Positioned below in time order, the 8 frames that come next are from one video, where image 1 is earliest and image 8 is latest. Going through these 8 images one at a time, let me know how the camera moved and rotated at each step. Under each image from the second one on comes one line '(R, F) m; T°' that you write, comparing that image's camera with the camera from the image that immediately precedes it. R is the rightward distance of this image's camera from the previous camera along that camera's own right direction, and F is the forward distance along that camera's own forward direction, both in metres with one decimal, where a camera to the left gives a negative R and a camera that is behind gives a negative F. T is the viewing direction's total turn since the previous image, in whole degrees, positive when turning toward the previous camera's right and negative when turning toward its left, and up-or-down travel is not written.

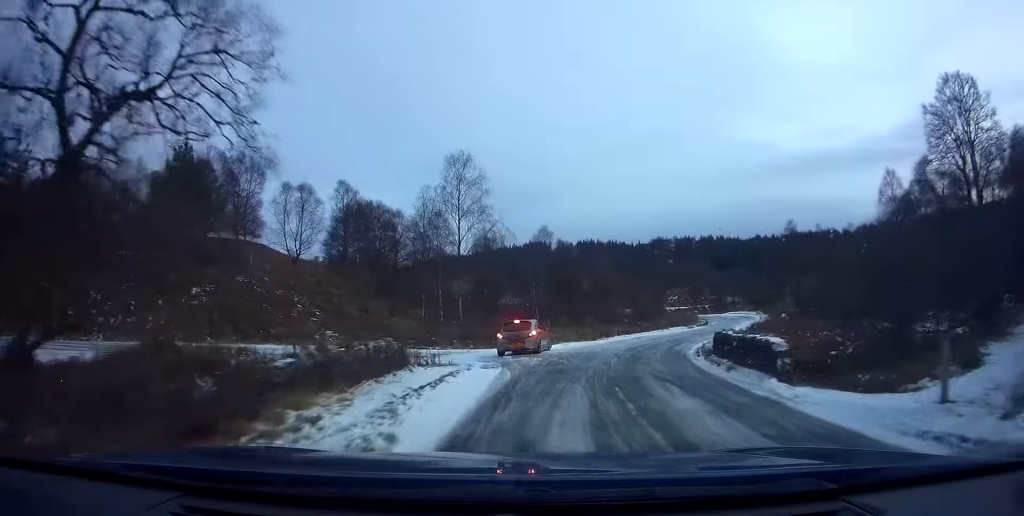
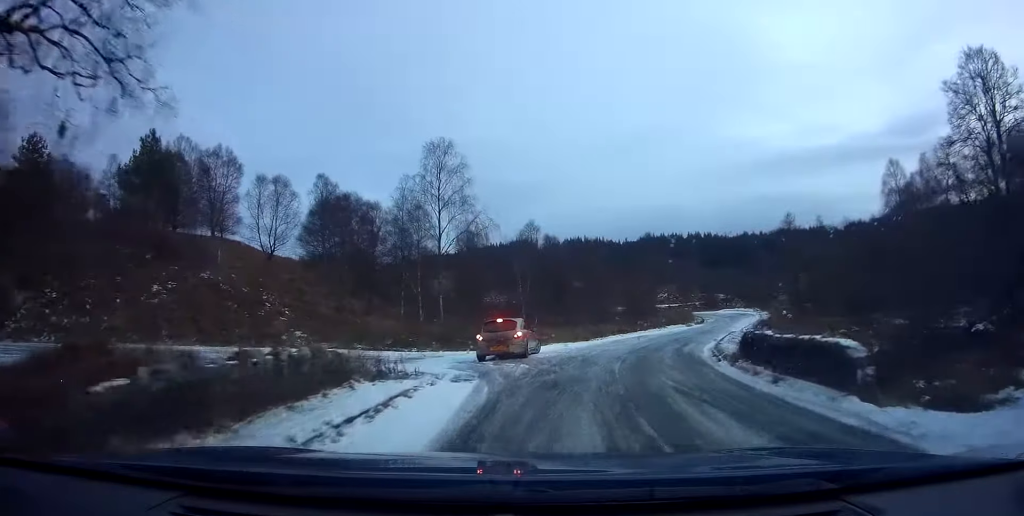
(0.0, +3.2) m; +1°
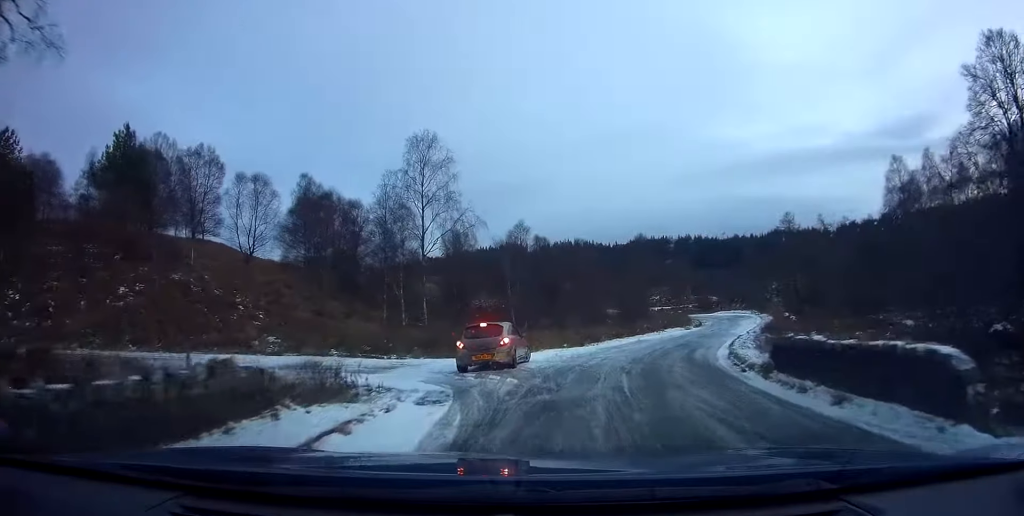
(+0.1, +2.4) m; +1°
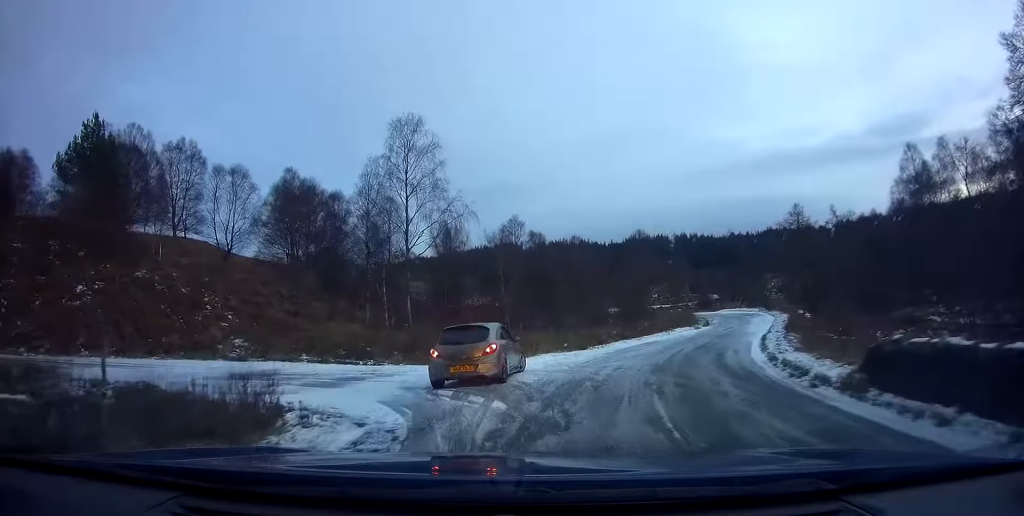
(0.0, +3.8) m; +2°
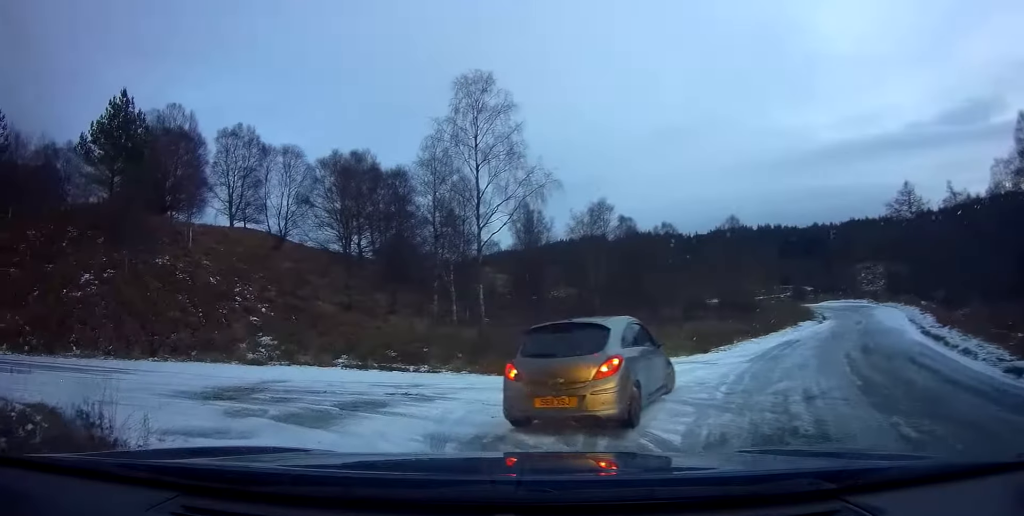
(+0.3, +7.0) m; -8°
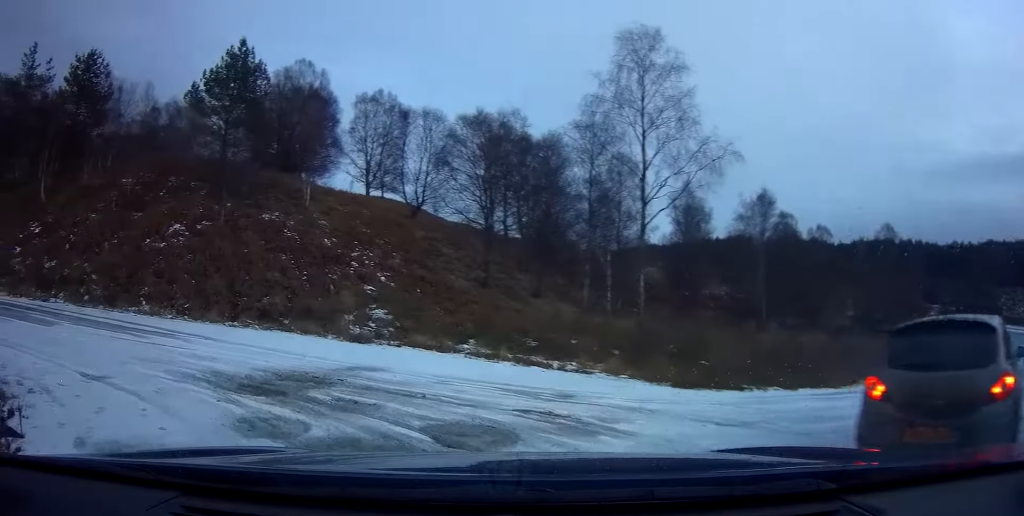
(-1.4, +4.0) m; -30°
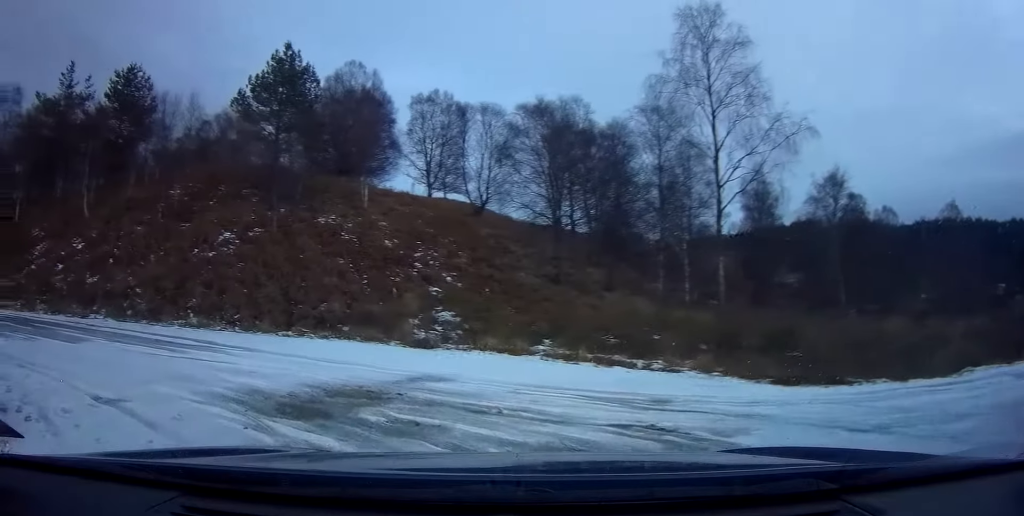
(-0.1, +1.3) m; -9°
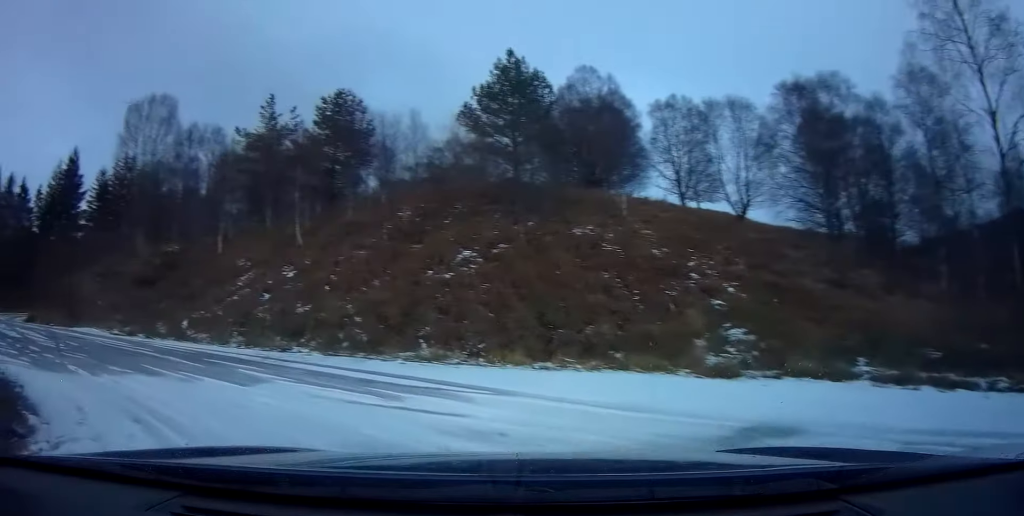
(-0.7, +3.1) m; -27°
